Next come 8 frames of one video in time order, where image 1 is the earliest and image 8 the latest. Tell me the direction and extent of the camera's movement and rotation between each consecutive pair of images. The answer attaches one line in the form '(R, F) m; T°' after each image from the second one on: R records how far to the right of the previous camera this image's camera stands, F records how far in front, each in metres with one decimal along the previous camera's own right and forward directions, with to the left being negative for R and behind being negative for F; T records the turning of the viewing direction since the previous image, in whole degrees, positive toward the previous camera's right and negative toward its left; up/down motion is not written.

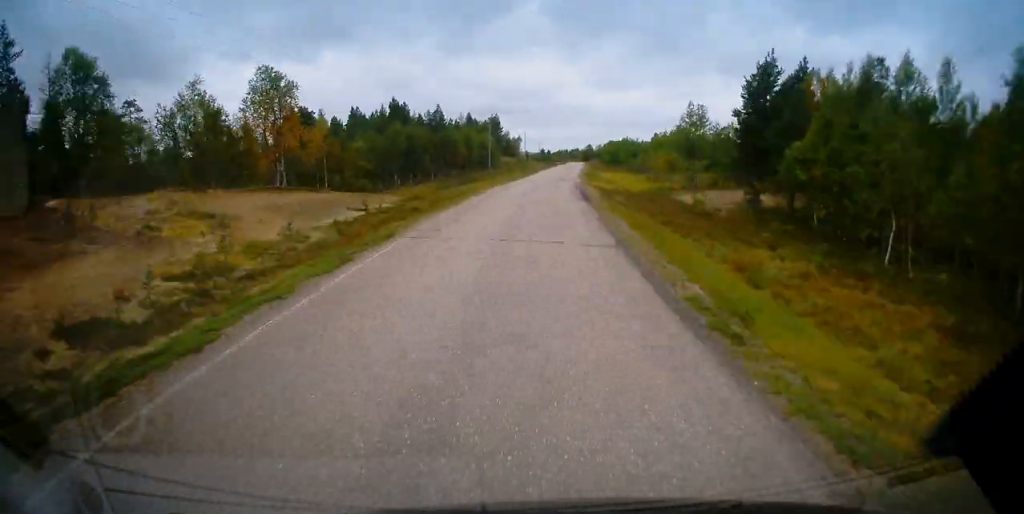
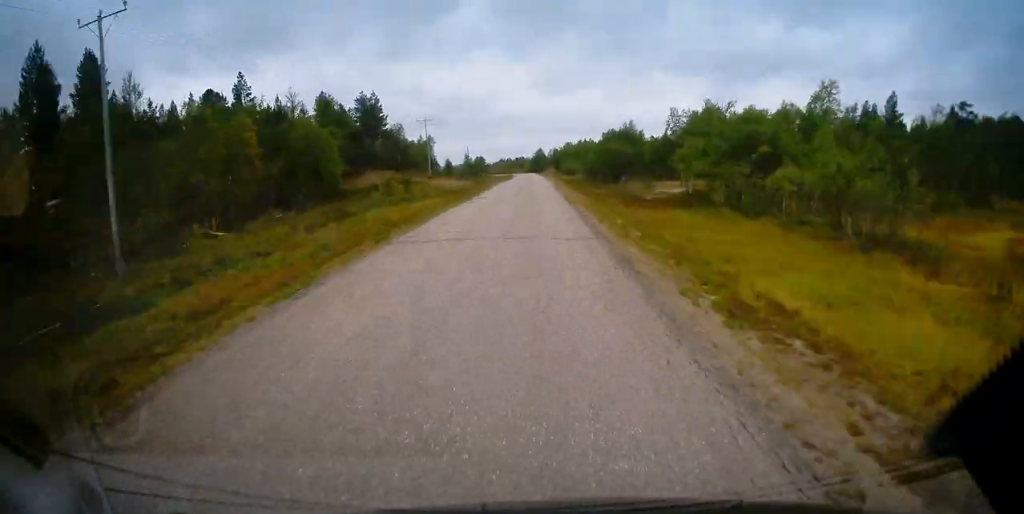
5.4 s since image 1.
(+3.6, +83.1) m; +3°
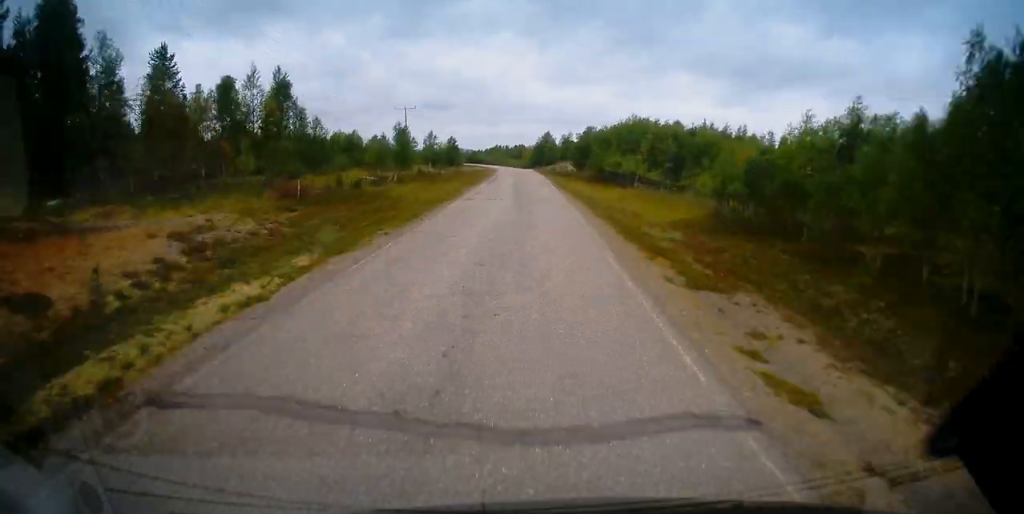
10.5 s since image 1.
(+0.9, +78.8) m; 0°
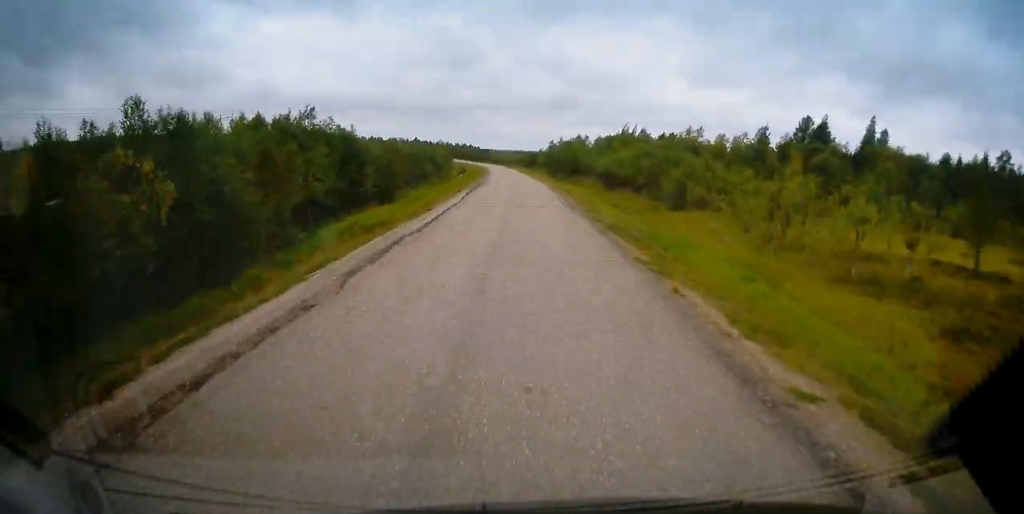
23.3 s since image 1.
(-17.7, +197.4) m; -10°
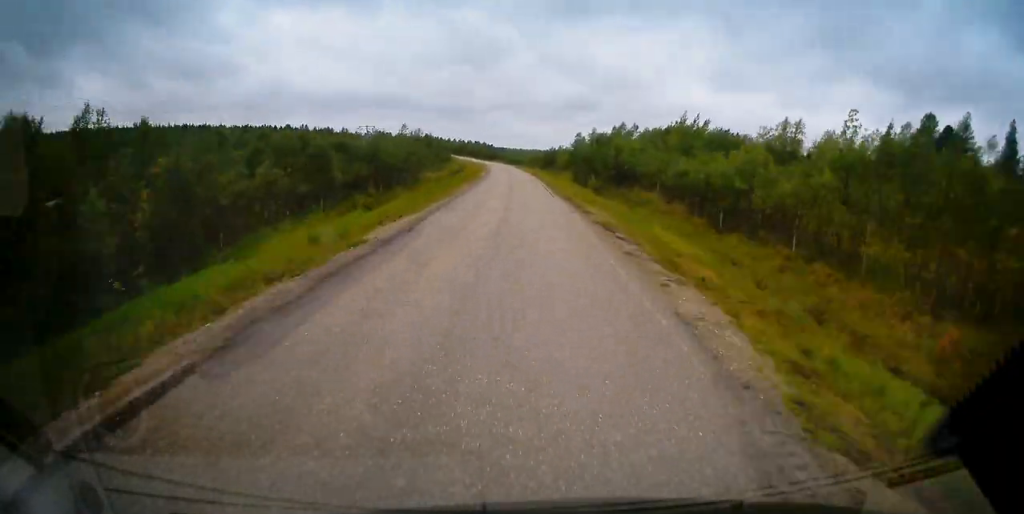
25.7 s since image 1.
(+0.1, +37.6) m; -2°
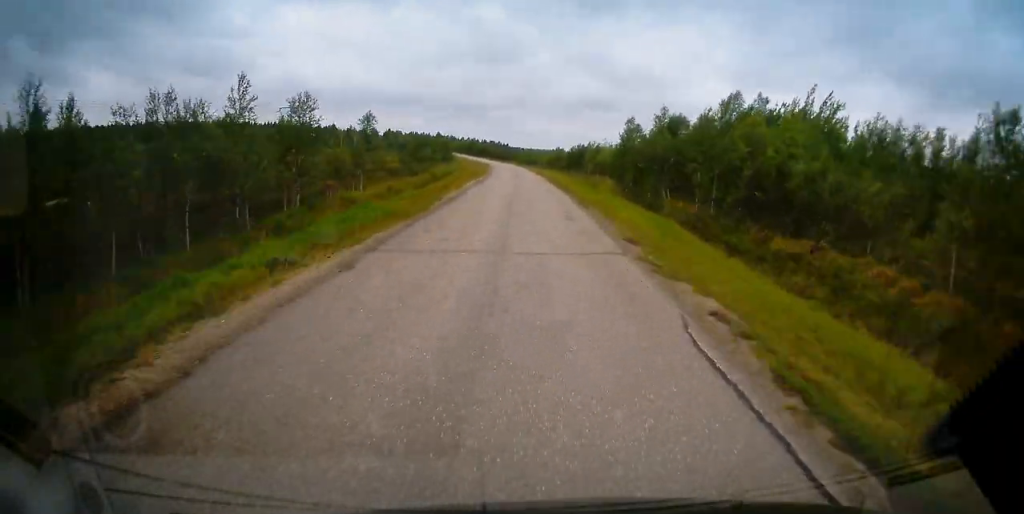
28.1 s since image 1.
(-1.1, +37.1) m; -1°
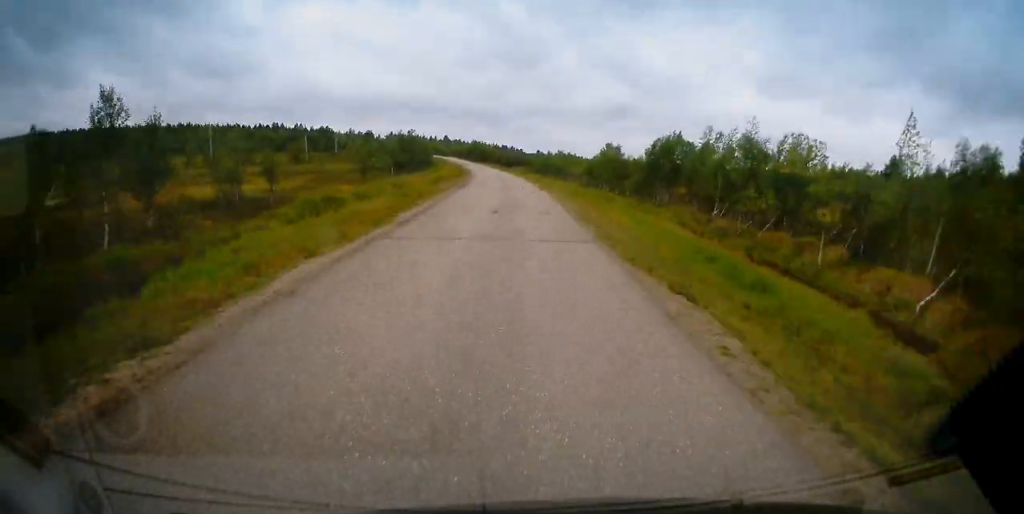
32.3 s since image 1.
(-1.4, +64.8) m; -3°
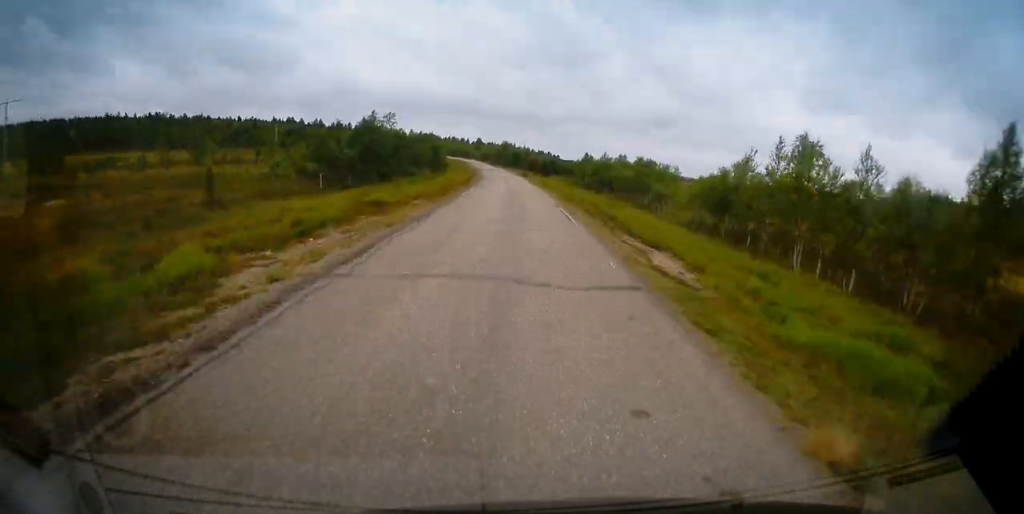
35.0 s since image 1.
(+0.4, +41.7) m; -2°
